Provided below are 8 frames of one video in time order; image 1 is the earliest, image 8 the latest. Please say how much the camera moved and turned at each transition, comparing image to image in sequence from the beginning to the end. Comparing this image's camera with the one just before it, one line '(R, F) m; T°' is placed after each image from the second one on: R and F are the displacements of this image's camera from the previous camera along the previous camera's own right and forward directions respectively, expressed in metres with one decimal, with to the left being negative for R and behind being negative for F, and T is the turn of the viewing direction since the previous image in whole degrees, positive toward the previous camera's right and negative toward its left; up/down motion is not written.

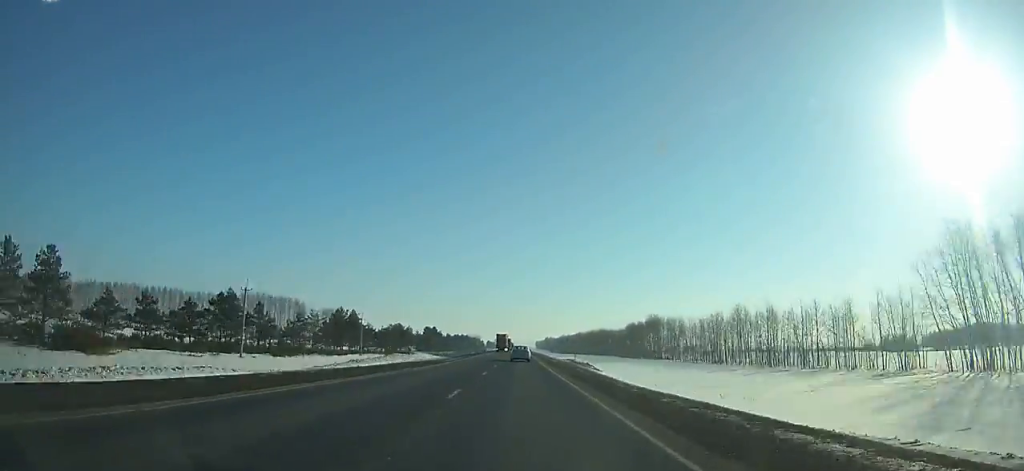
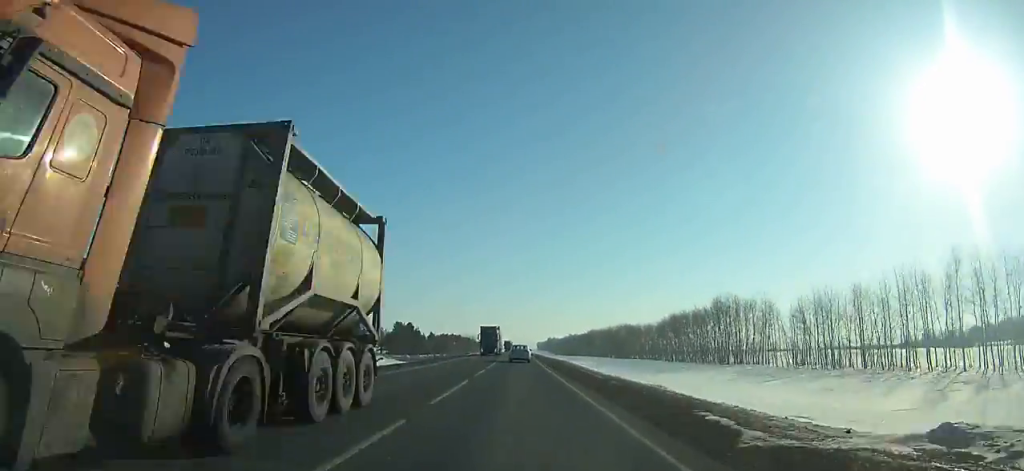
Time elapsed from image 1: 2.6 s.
(-0.1, +66.9) m; 0°
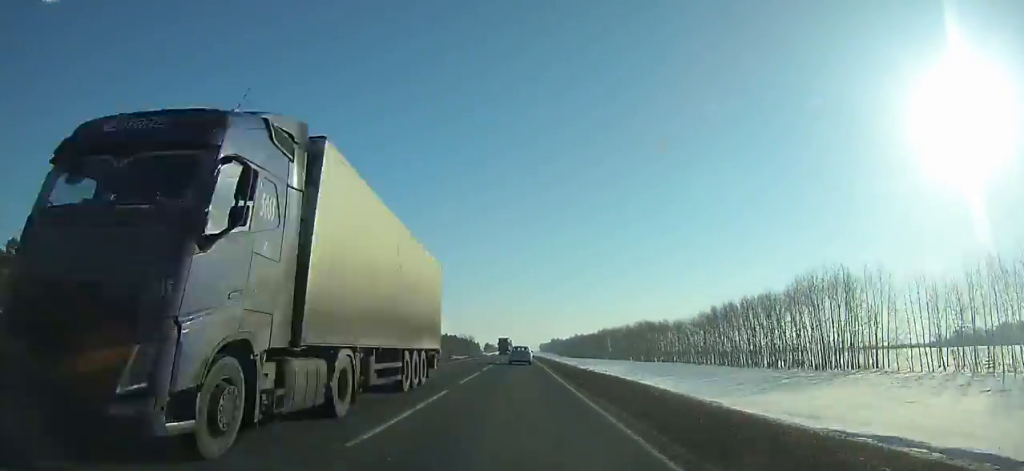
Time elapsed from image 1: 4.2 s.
(-0.1, +41.3) m; 0°
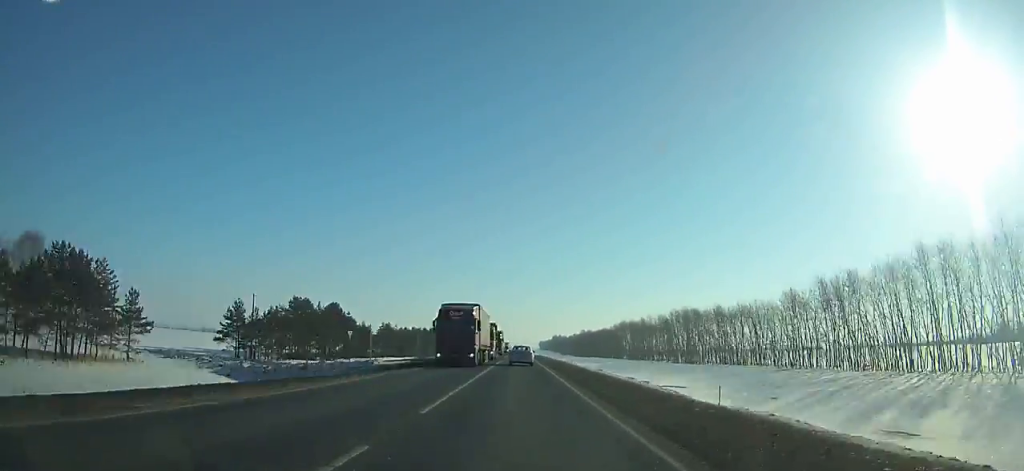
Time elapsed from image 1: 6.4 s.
(0.0, +56.5) m; 0°
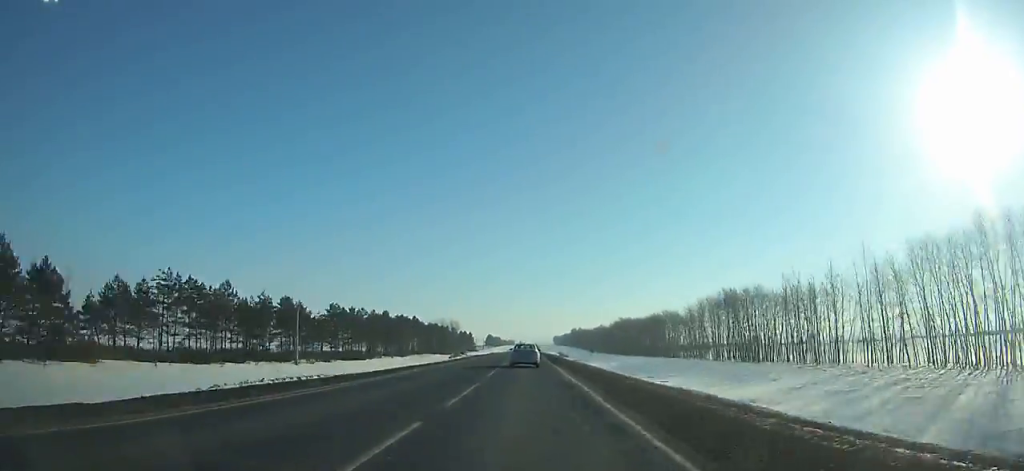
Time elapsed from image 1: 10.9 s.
(-0.2, +114.3) m; 0°
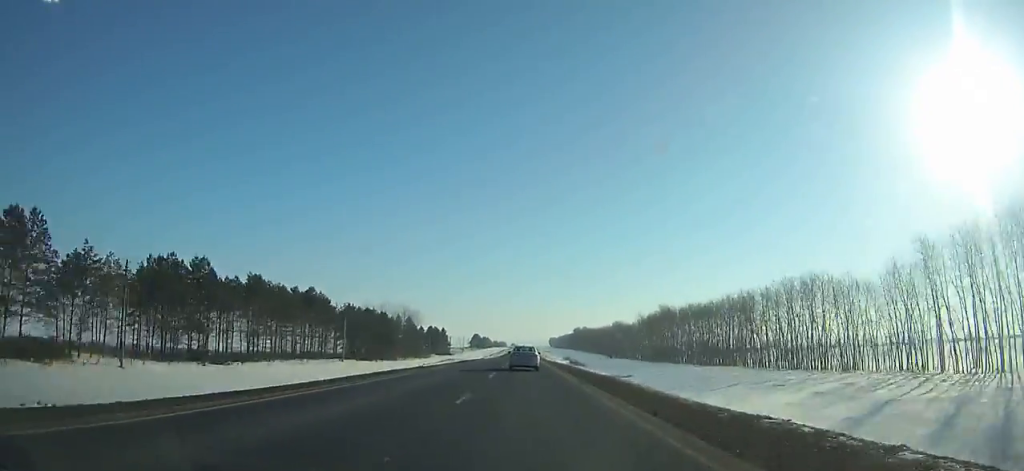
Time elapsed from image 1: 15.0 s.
(+0.2, +101.8) m; 0°
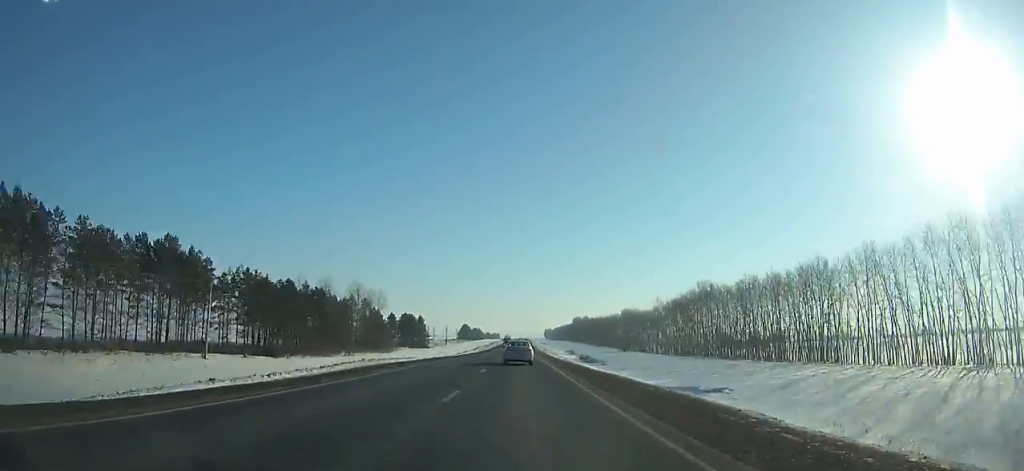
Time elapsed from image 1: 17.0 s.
(+0.1, +49.3) m; 0°
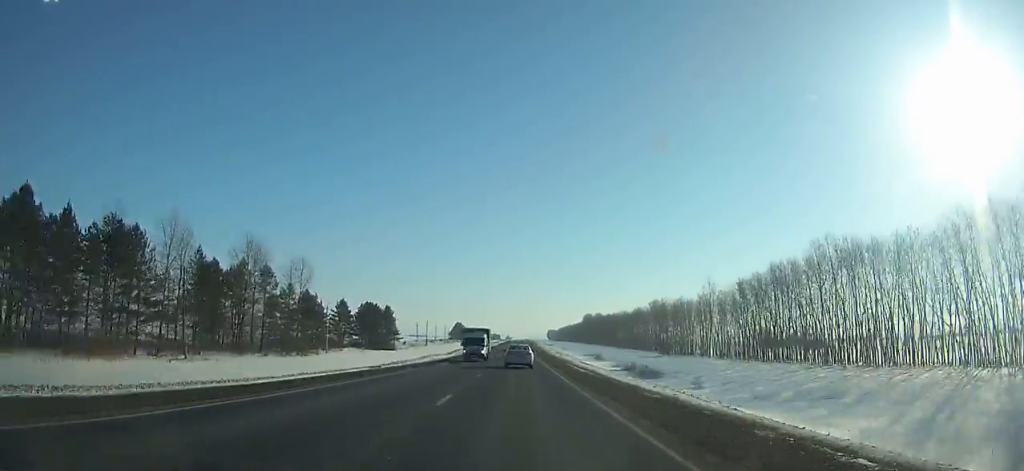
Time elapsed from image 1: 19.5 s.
(-0.1, +61.5) m; 0°
